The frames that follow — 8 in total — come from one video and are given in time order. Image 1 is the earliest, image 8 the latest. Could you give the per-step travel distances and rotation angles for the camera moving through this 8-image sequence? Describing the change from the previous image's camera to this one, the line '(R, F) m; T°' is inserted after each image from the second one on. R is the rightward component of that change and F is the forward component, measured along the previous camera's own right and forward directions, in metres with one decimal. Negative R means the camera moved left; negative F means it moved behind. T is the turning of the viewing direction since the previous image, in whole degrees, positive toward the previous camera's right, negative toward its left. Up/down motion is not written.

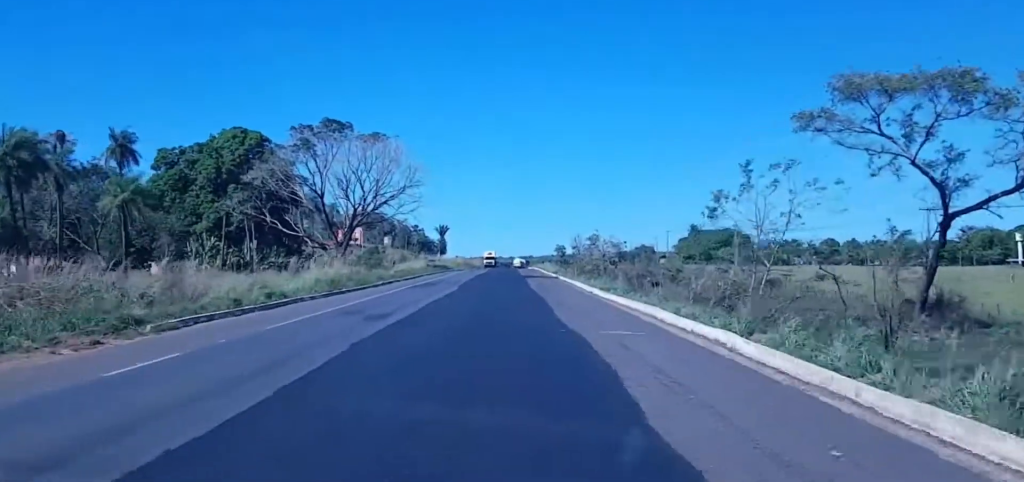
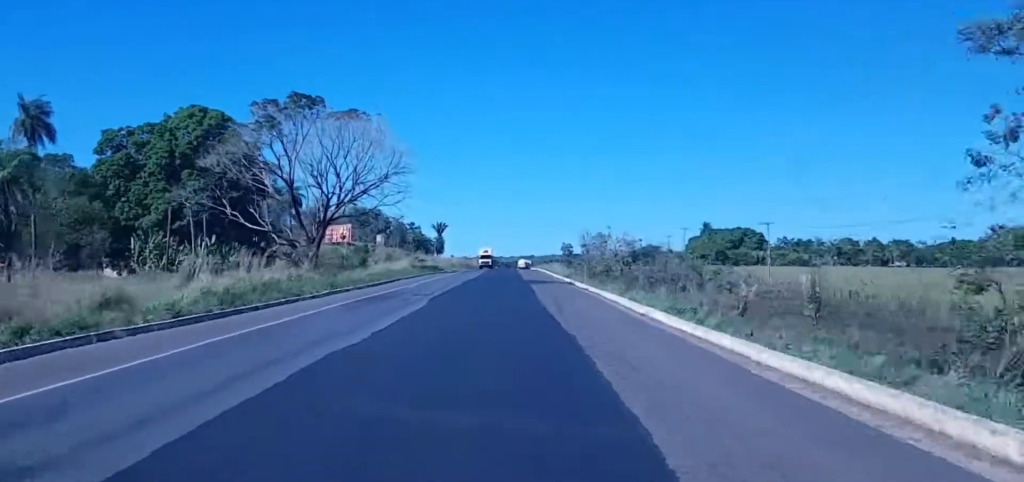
(+0.3, +21.0) m; 0°
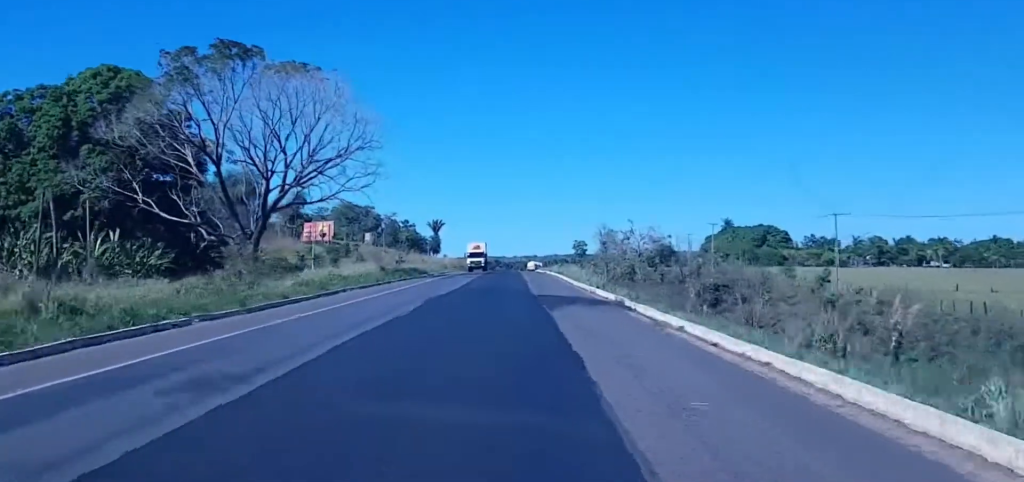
(-0.3, +30.2) m; 0°
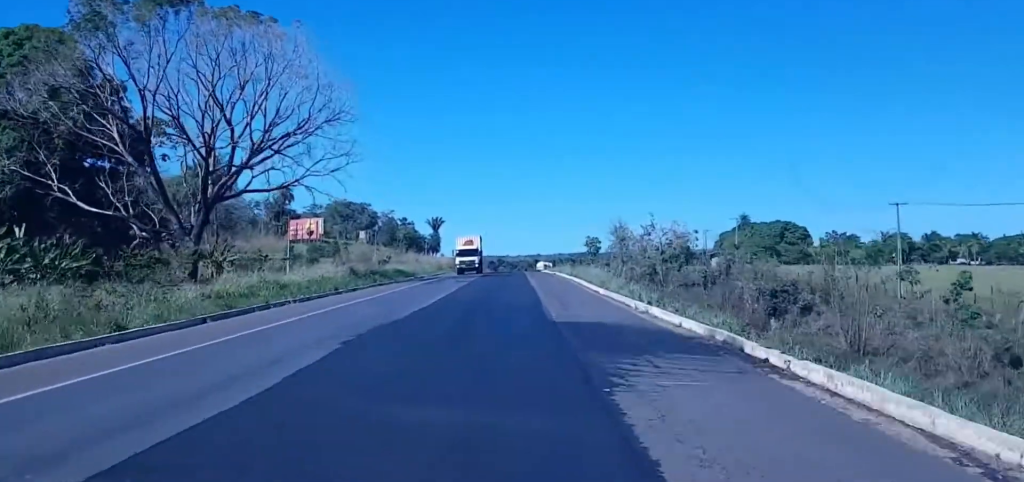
(+0.3, +18.4) m; +1°
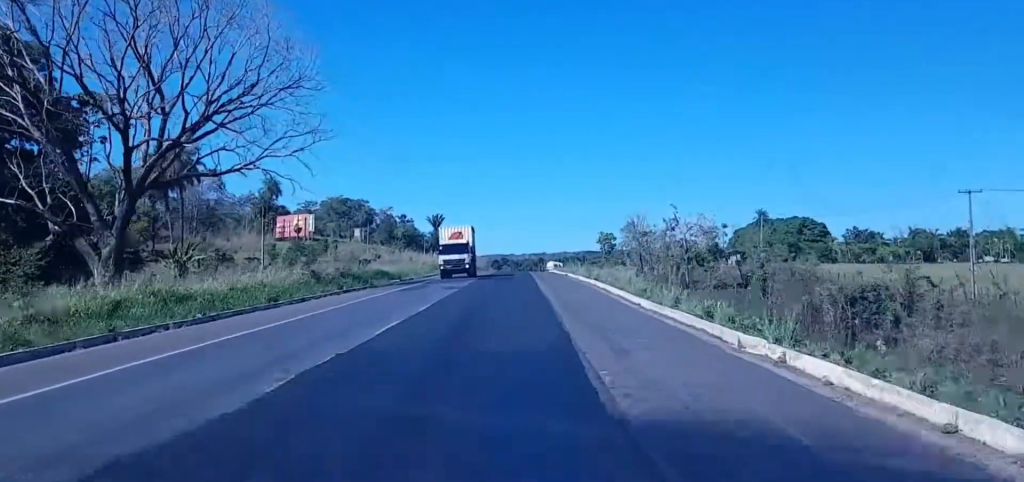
(+0.1, +15.1) m; 0°
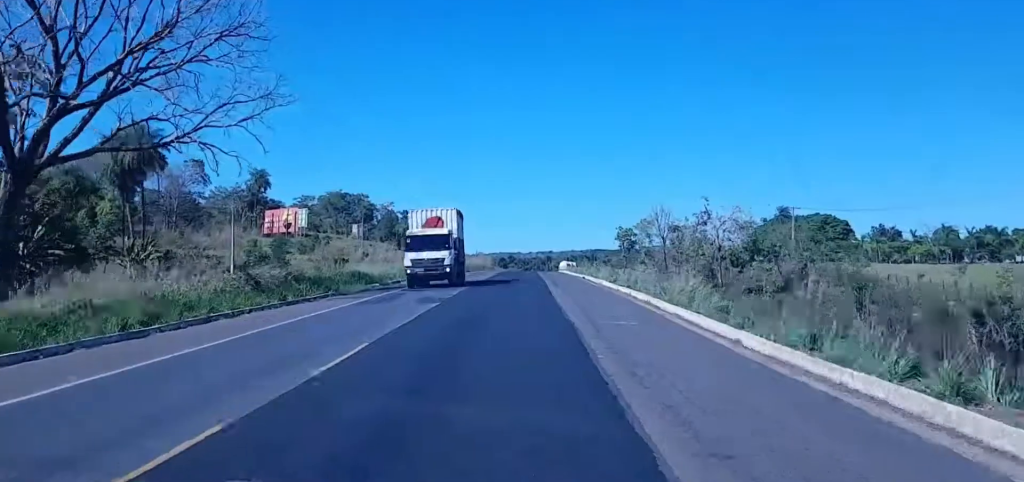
(+0.1, +14.3) m; -1°
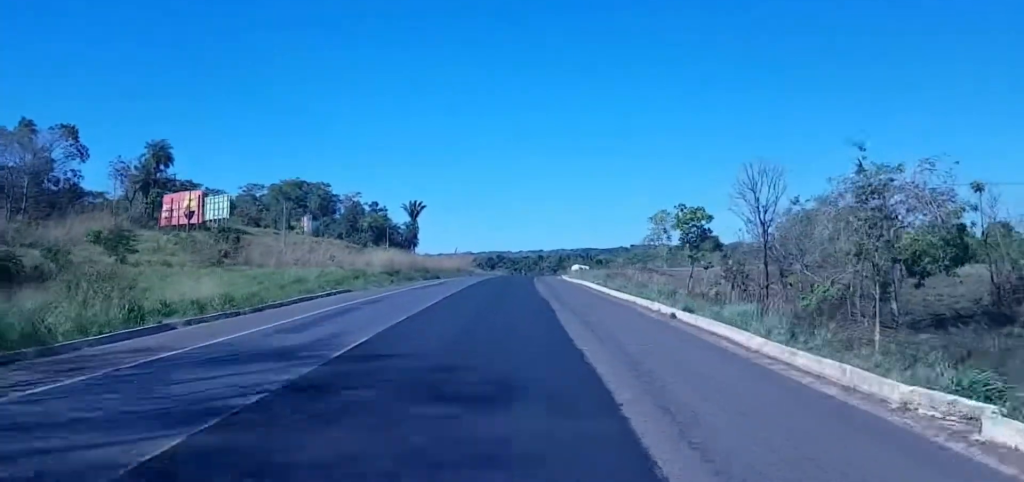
(-0.3, +46.0) m; 0°
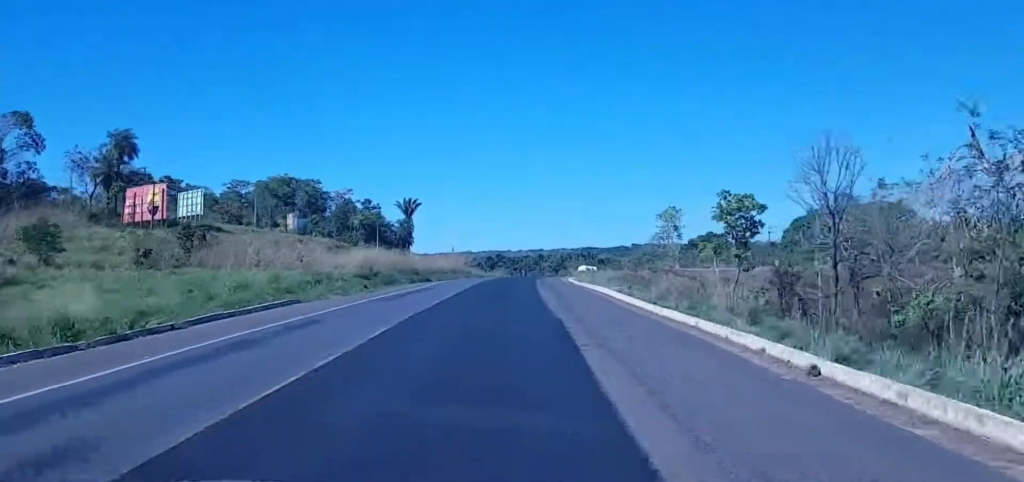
(+0.1, +12.5) m; 0°
